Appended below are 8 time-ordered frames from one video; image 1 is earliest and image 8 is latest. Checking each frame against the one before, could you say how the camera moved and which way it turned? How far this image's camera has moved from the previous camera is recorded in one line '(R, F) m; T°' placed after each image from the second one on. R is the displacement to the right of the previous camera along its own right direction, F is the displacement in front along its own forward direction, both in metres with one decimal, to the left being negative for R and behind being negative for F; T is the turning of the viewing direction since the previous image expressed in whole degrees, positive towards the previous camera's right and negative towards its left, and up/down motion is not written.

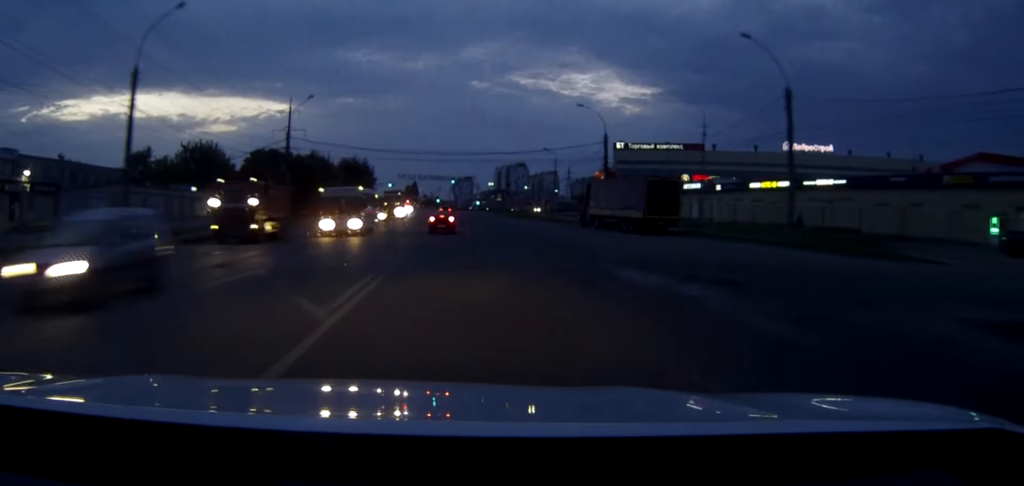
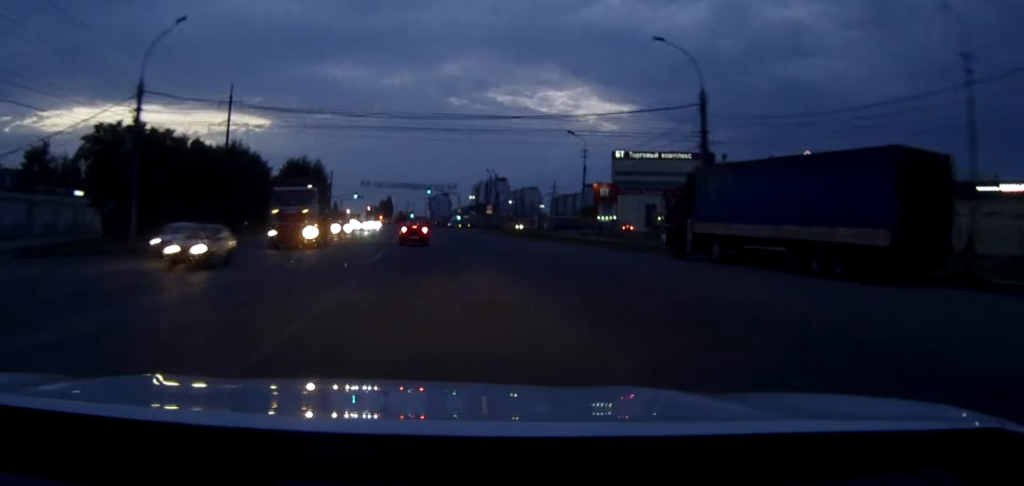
(+0.4, +30.6) m; +2°
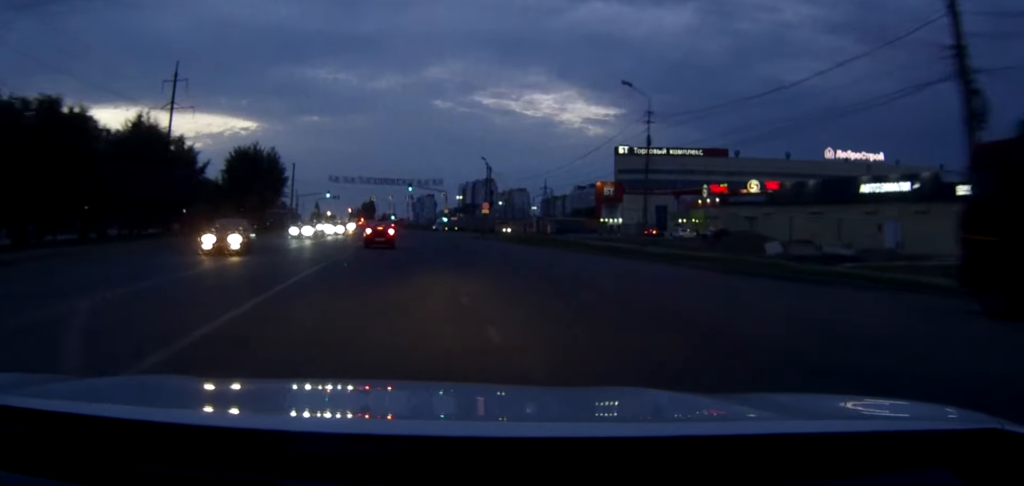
(+0.2, +21.5) m; +1°
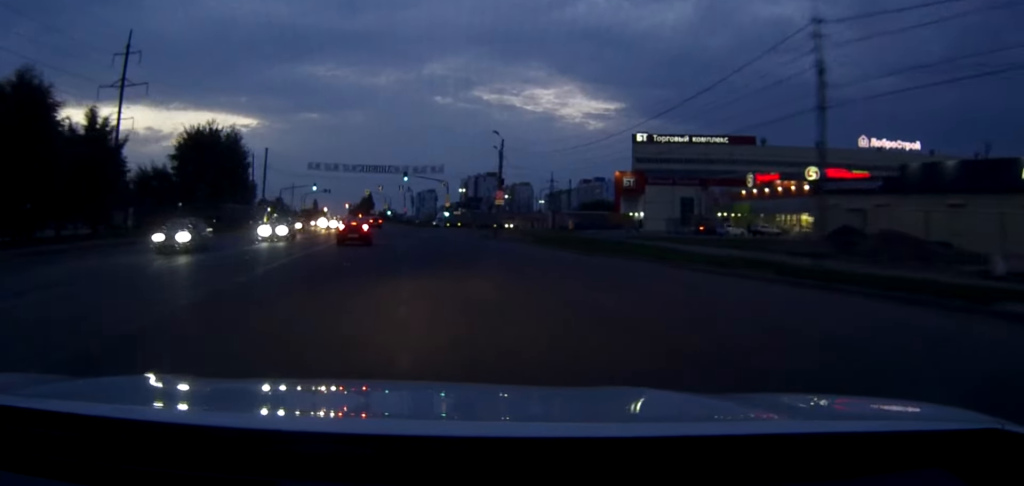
(0.0, +17.8) m; -1°
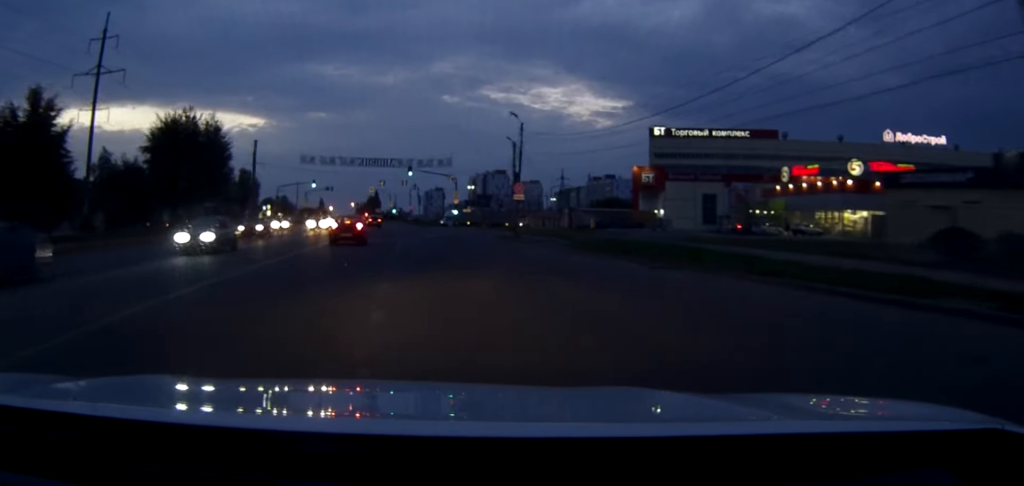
(0.0, +8.8) m; -1°
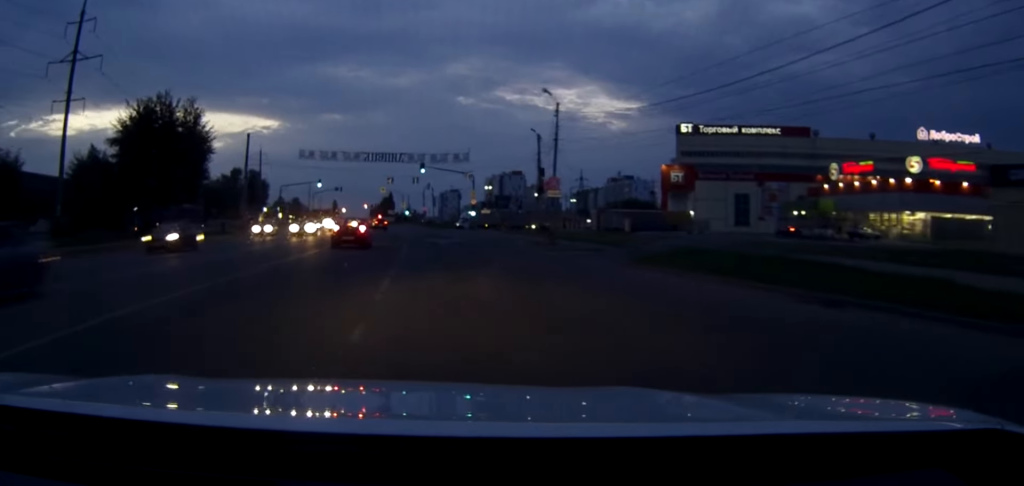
(-0.1, +9.2) m; -1°
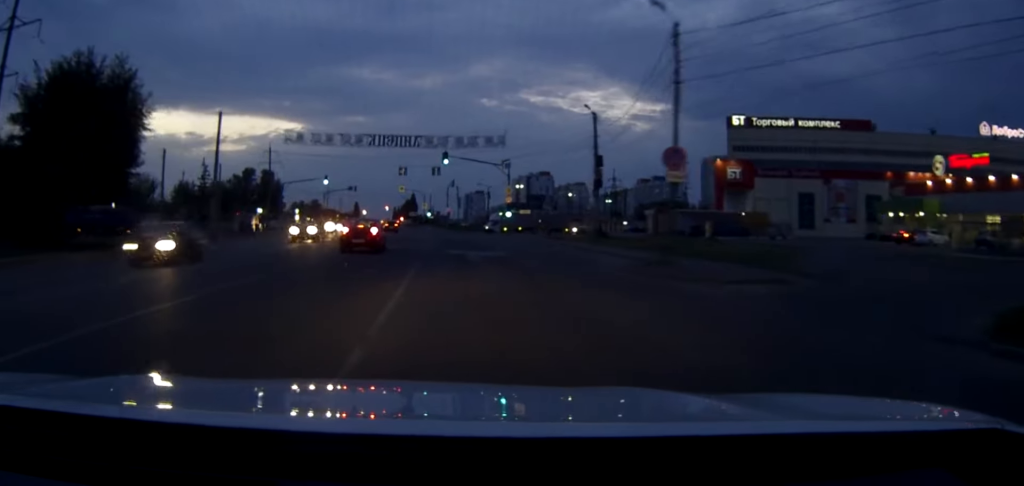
(-0.2, +17.0) m; -1°
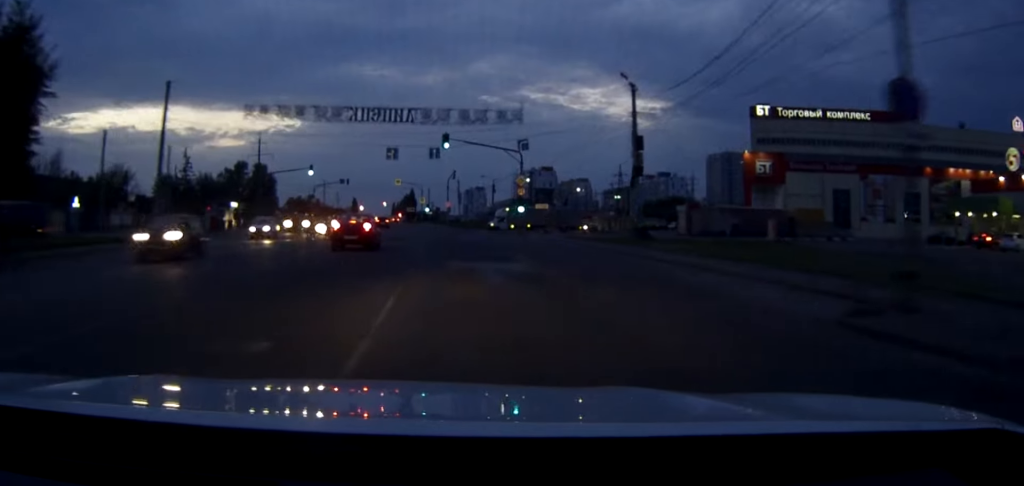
(0.0, +11.8) m; 0°
